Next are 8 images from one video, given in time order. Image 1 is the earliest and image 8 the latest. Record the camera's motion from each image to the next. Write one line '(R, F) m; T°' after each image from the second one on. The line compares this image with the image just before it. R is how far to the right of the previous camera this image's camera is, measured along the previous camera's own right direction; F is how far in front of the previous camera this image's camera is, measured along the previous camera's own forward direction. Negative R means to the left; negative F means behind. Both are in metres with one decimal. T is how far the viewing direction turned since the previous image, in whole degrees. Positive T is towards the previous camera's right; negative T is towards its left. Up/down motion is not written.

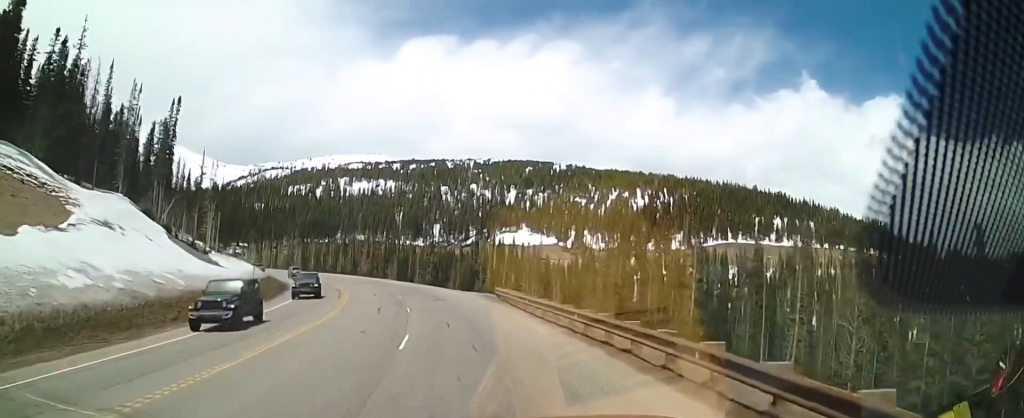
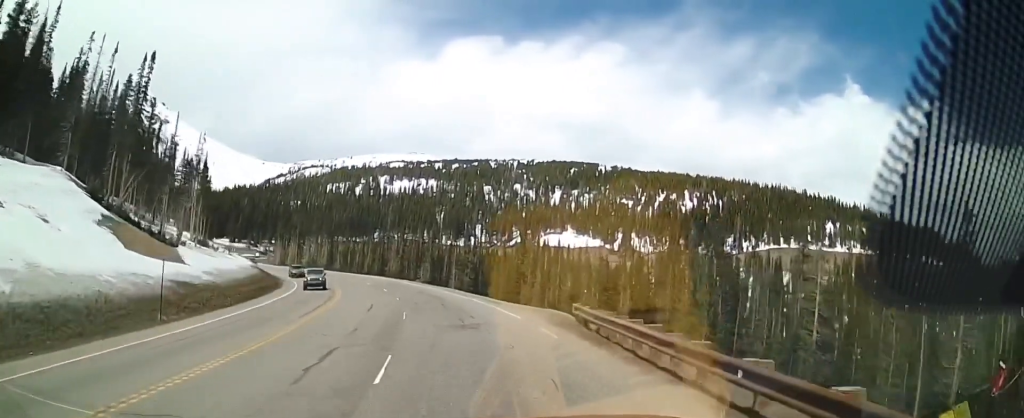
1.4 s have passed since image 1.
(-0.4, +16.9) m; -3°
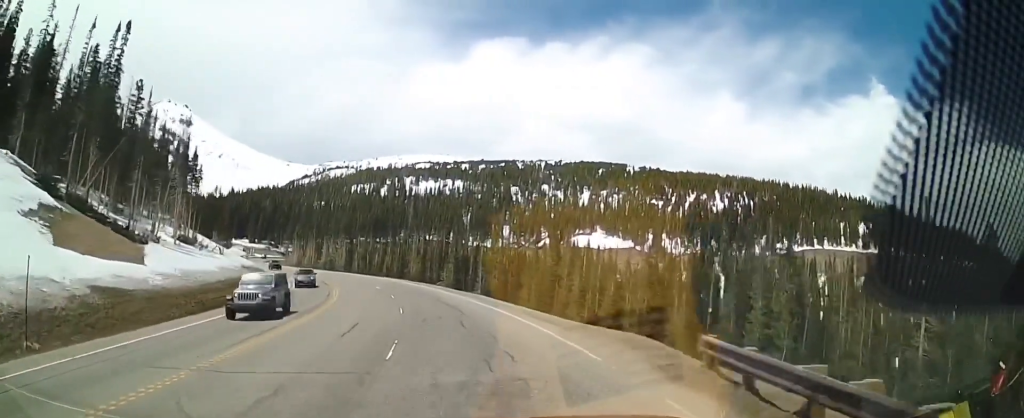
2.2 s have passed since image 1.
(-0.1, +9.9) m; -2°
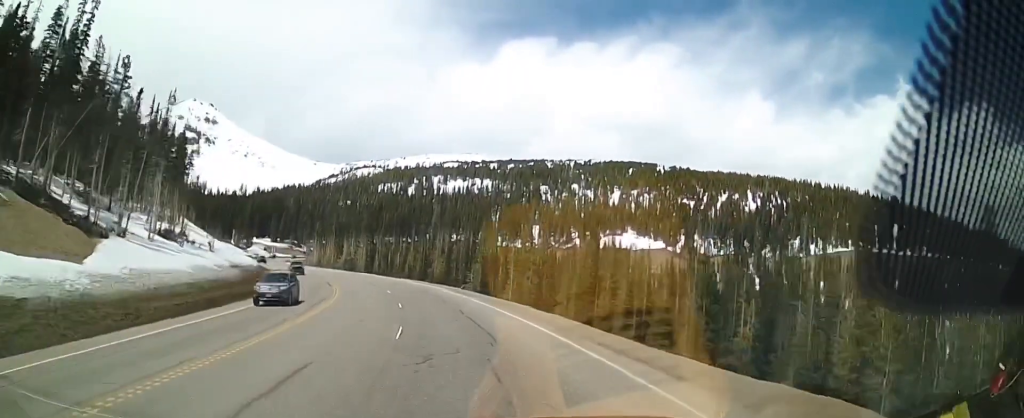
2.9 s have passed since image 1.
(0.0, +9.0) m; -3°
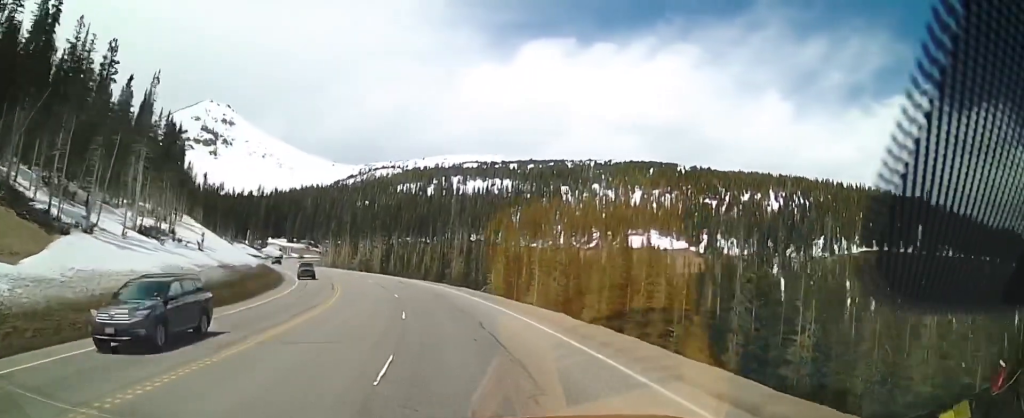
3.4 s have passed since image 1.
(-0.3, +6.2) m; -3°
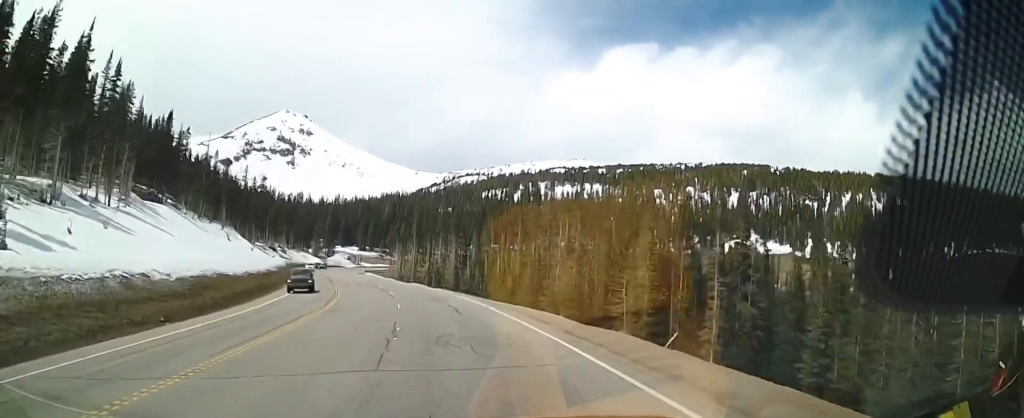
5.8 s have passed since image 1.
(-2.3, +29.7) m; -6°
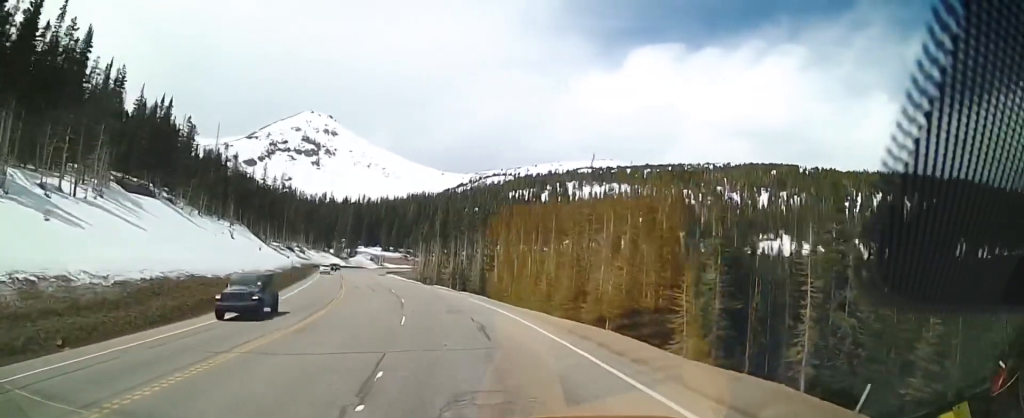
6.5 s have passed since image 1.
(-0.1, +7.8) m; -2°
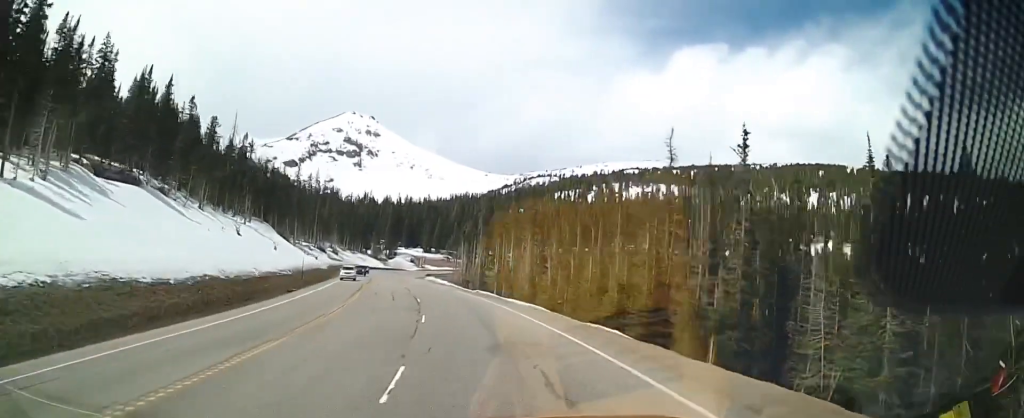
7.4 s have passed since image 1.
(-0.3, +11.3) m; -4°
